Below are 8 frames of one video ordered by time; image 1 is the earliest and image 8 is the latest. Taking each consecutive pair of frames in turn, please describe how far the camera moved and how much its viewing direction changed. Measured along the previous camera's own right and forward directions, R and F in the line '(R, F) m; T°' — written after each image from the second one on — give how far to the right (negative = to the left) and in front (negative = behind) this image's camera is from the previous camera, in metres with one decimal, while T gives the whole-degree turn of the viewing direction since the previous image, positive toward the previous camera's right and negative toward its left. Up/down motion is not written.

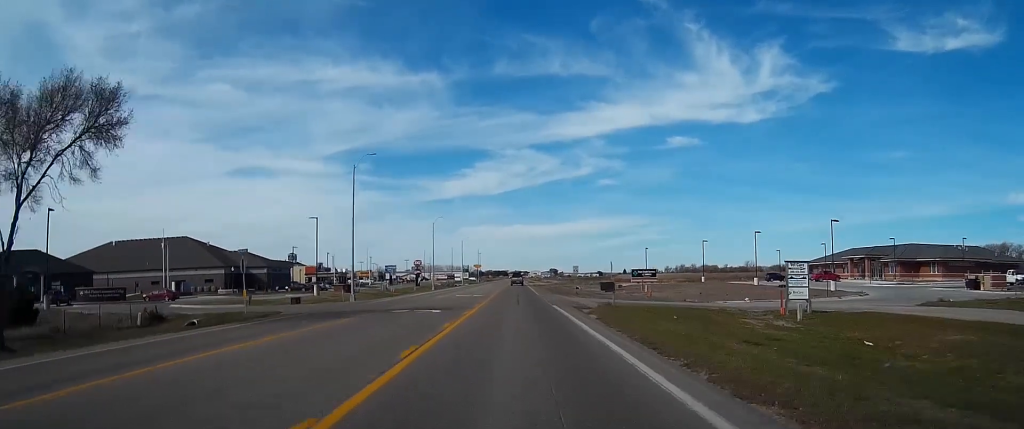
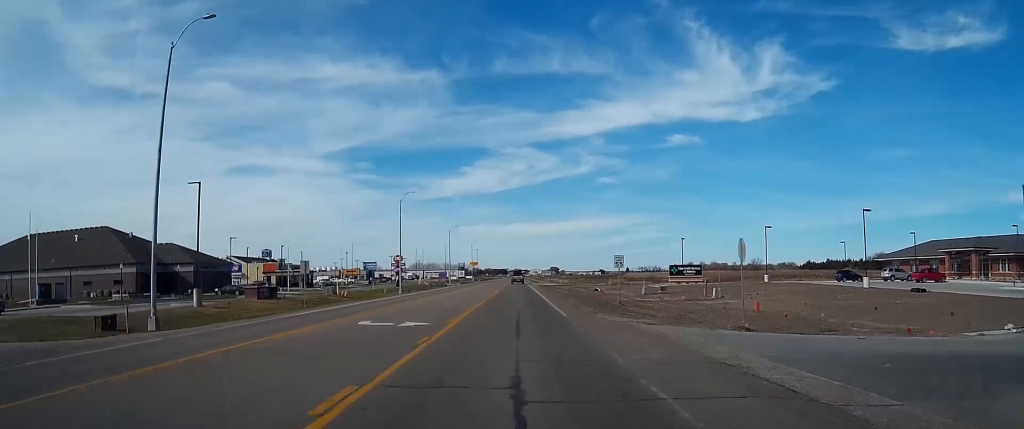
(-0.1, +33.7) m; 0°
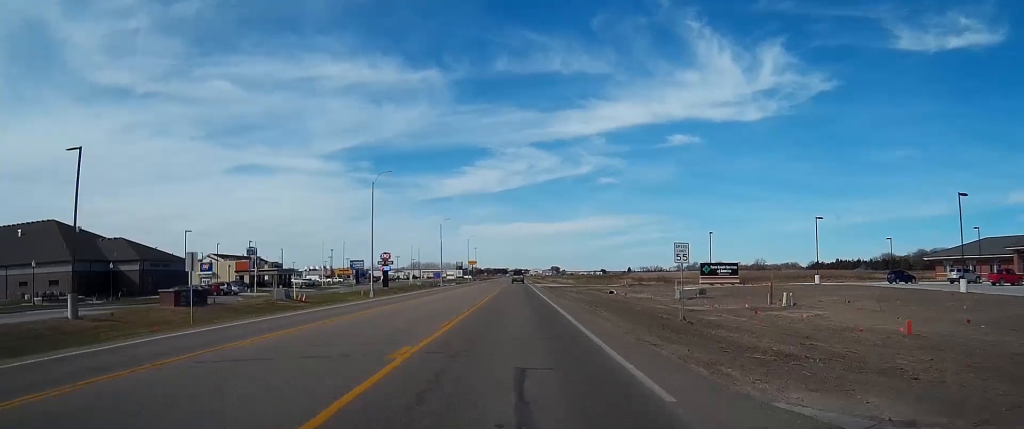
(0.0, +16.5) m; 0°
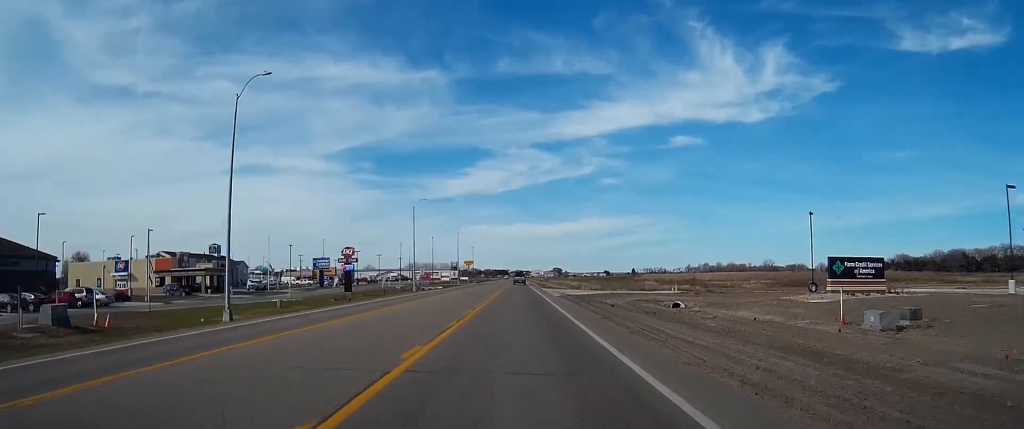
(-0.1, +36.0) m; 0°
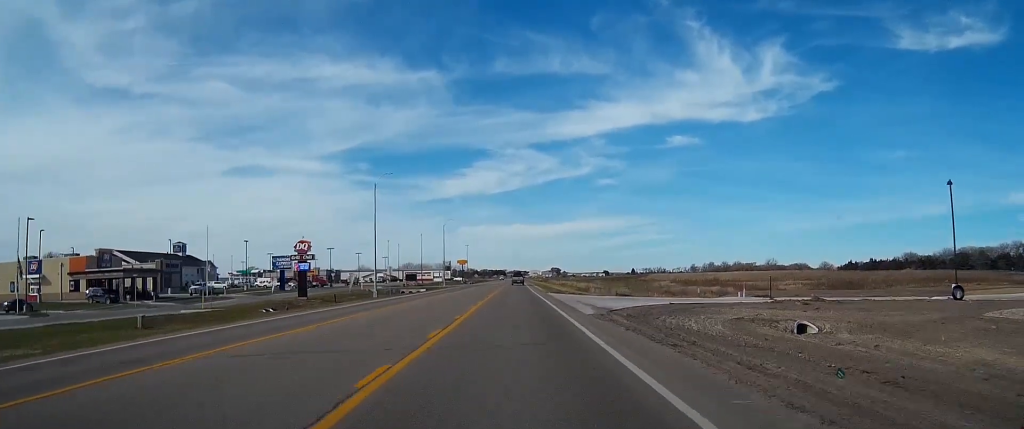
(+0.2, +24.8) m; 0°
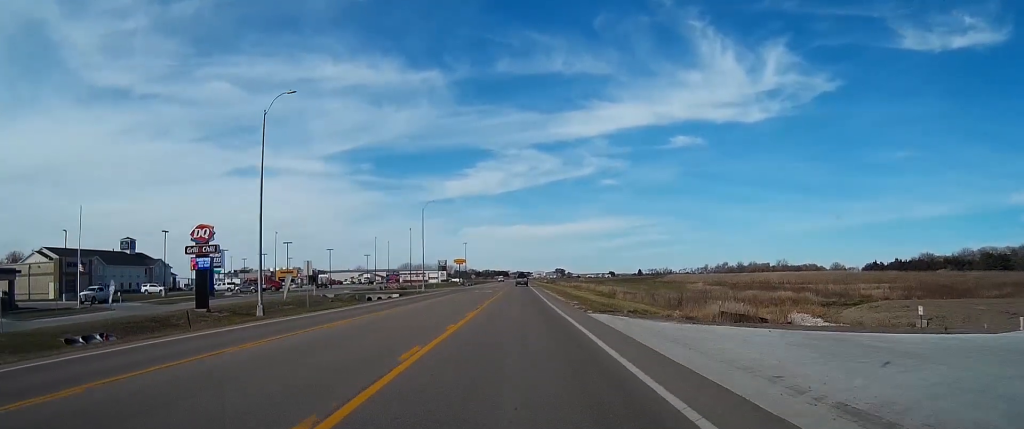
(-0.2, +33.3) m; 0°
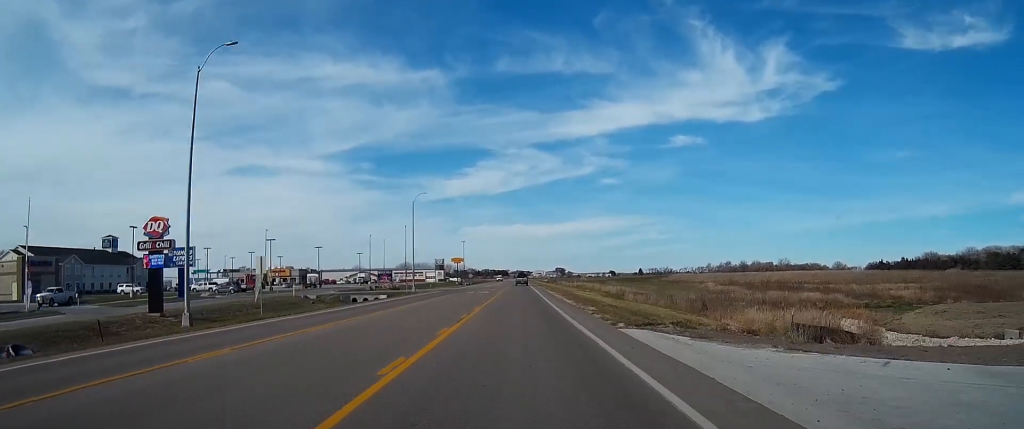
(0.0, +9.1) m; 0°
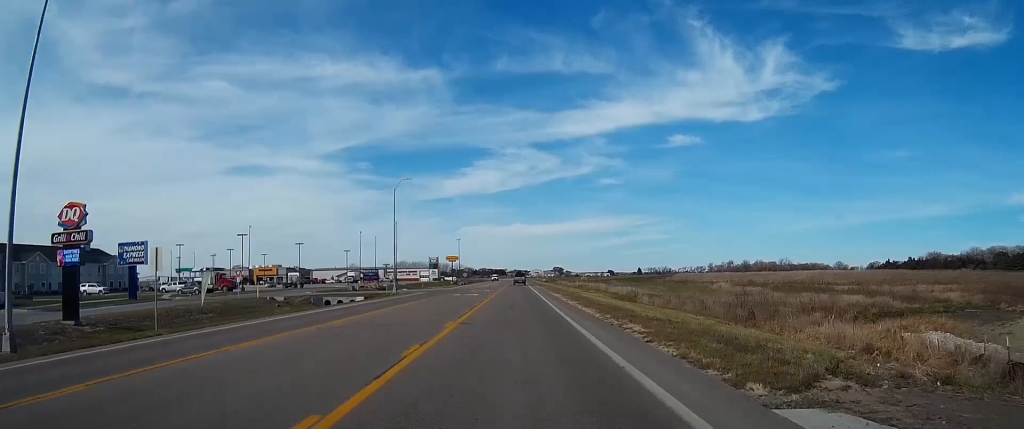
(+0.1, +12.2) m; 0°
